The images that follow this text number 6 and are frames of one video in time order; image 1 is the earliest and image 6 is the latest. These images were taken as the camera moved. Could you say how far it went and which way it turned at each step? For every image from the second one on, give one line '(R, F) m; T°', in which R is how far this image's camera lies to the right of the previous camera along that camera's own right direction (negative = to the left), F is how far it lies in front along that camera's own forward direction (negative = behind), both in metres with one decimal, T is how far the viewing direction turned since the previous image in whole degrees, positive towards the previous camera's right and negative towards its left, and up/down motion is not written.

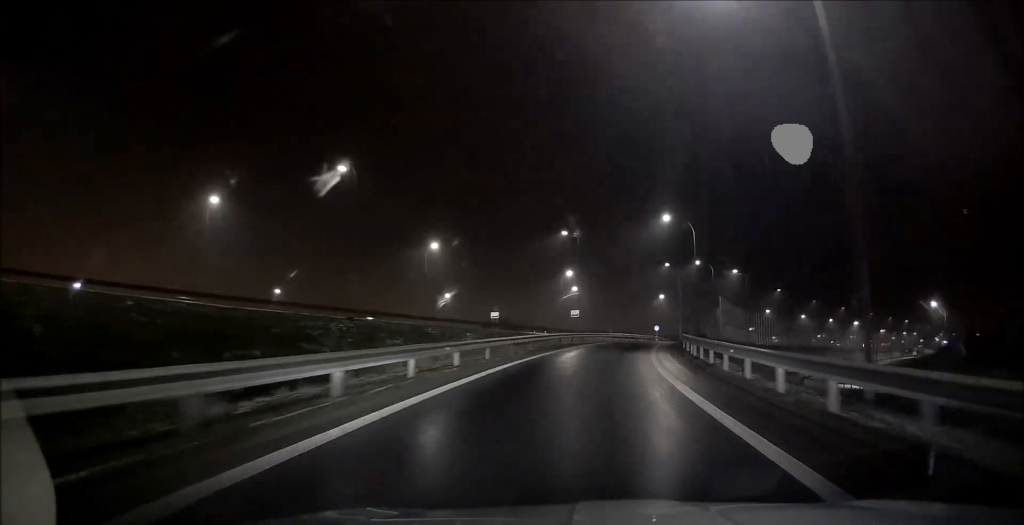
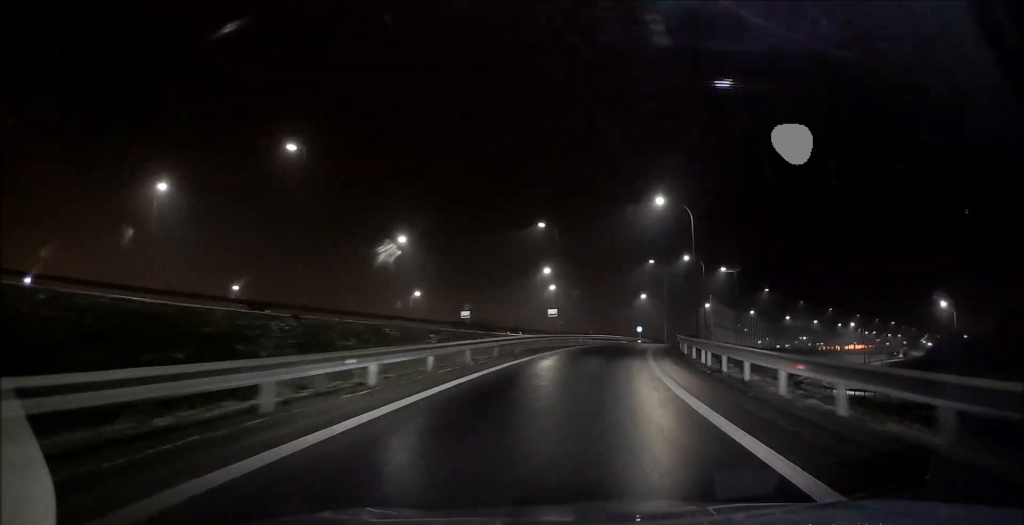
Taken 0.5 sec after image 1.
(+0.1, +5.4) m; +2°
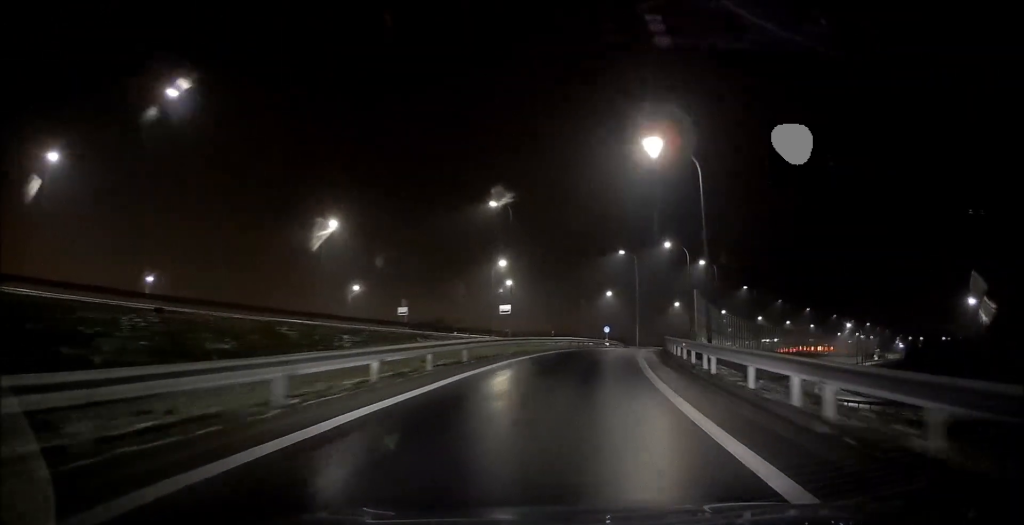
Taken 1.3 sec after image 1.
(0.0, +10.2) m; +3°
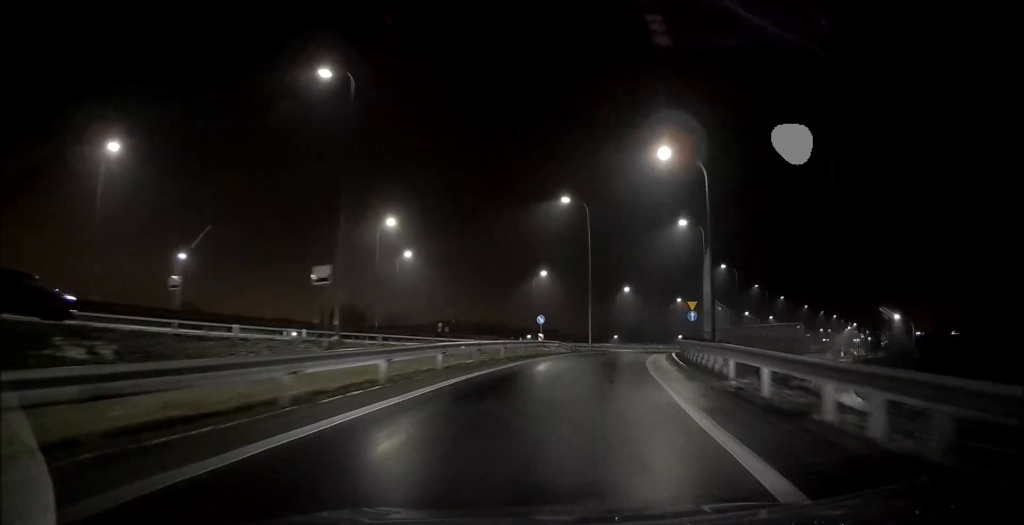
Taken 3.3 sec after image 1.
(+2.2, +26.2) m; +7°
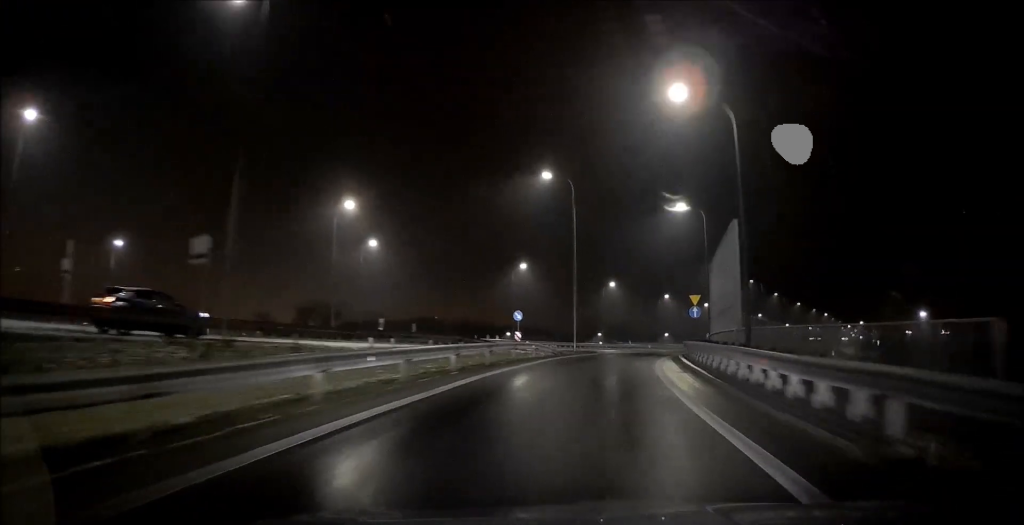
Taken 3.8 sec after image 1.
(0.0, +6.9) m; +2°
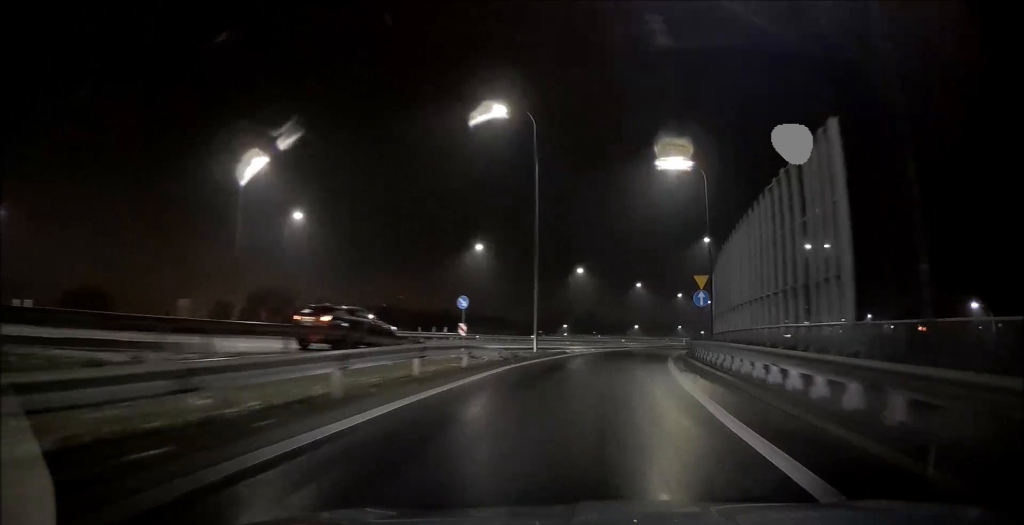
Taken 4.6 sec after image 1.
(+0.2, +11.5) m; +3°
